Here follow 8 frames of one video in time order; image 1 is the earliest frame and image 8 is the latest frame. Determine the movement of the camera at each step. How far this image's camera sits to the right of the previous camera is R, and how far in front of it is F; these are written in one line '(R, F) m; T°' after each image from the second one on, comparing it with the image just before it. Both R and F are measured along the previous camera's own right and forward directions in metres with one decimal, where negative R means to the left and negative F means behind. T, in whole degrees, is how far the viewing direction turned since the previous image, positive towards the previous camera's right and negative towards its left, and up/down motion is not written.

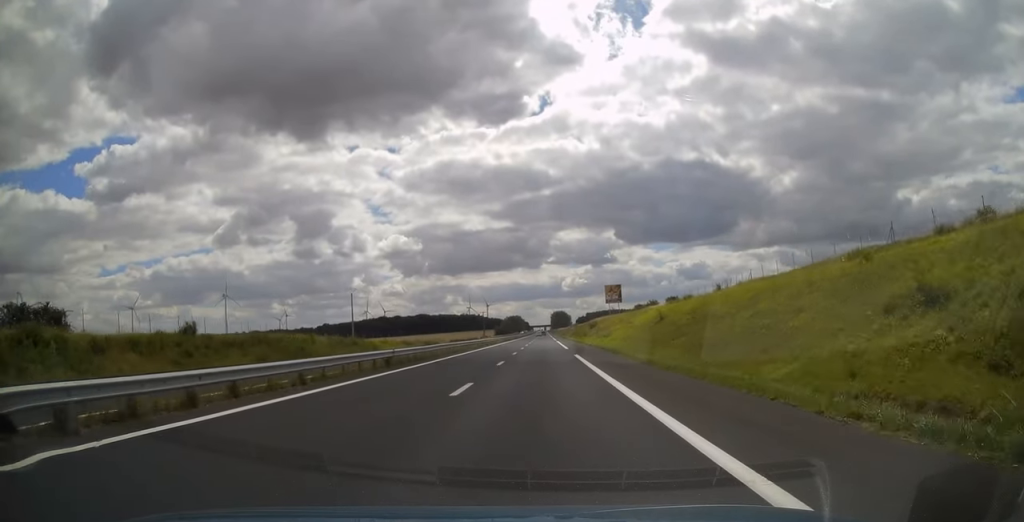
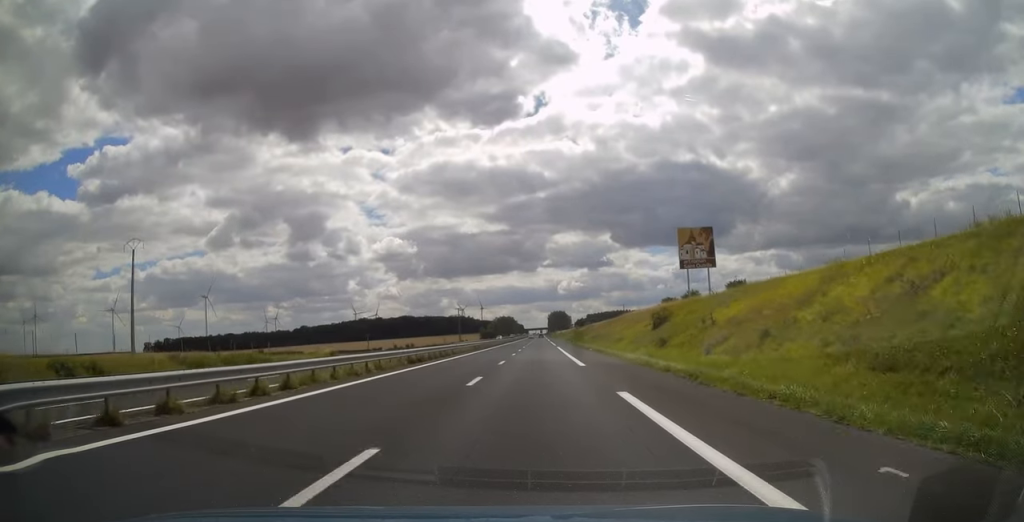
(+0.1, +72.2) m; 0°
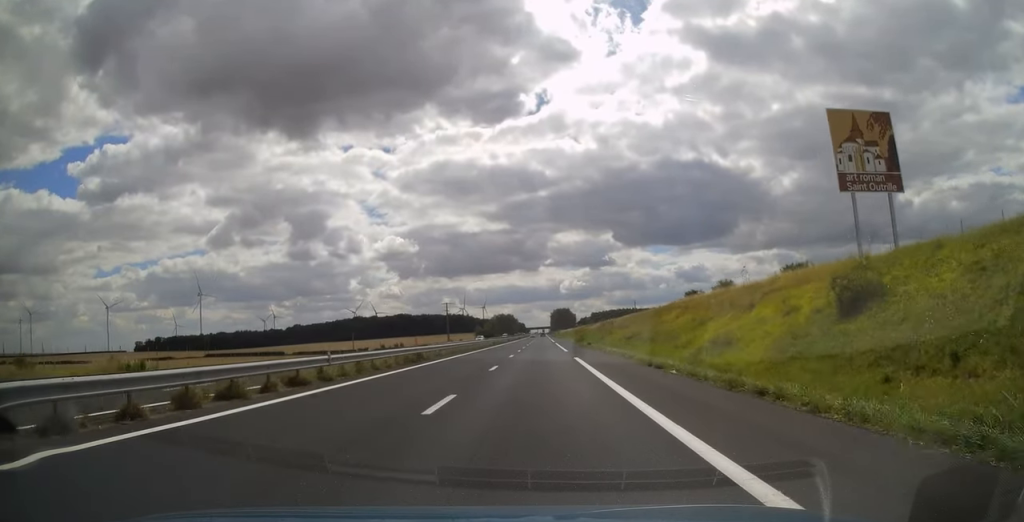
(0.0, +31.3) m; 0°
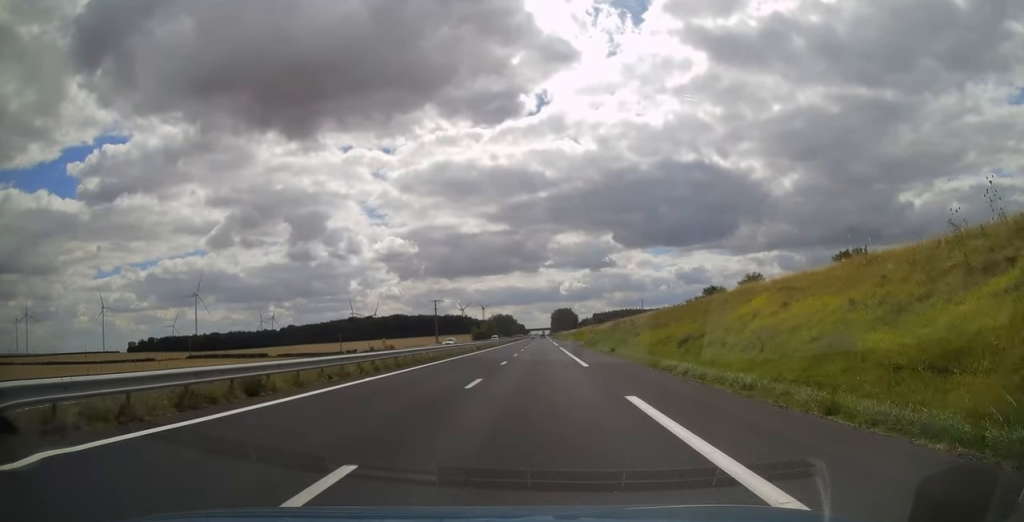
(0.0, +20.0) m; 0°
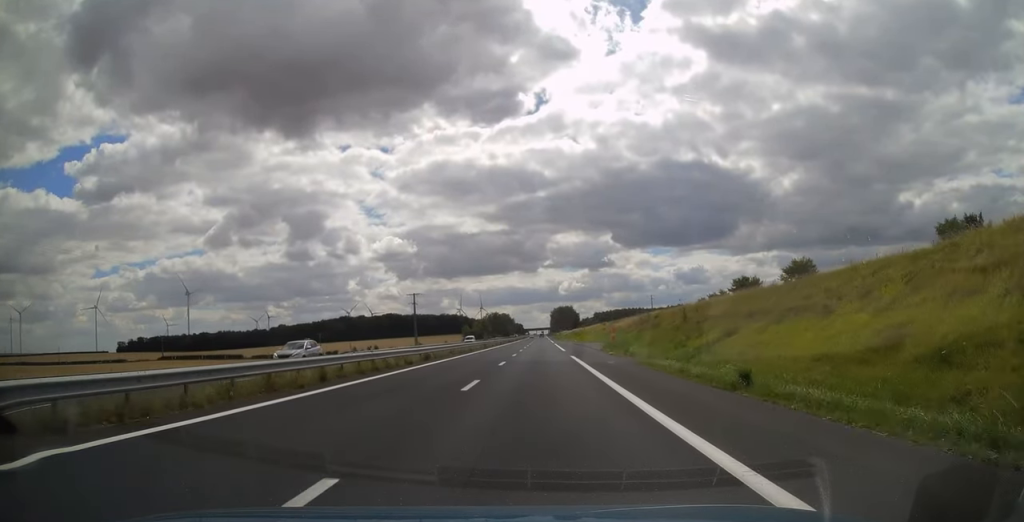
(-0.1, +25.9) m; 0°
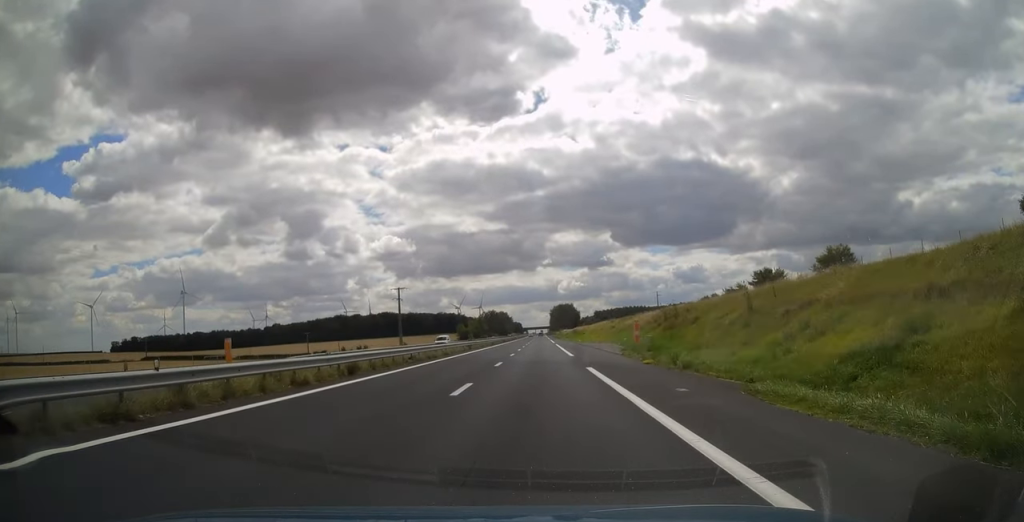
(0.0, +14.2) m; 0°
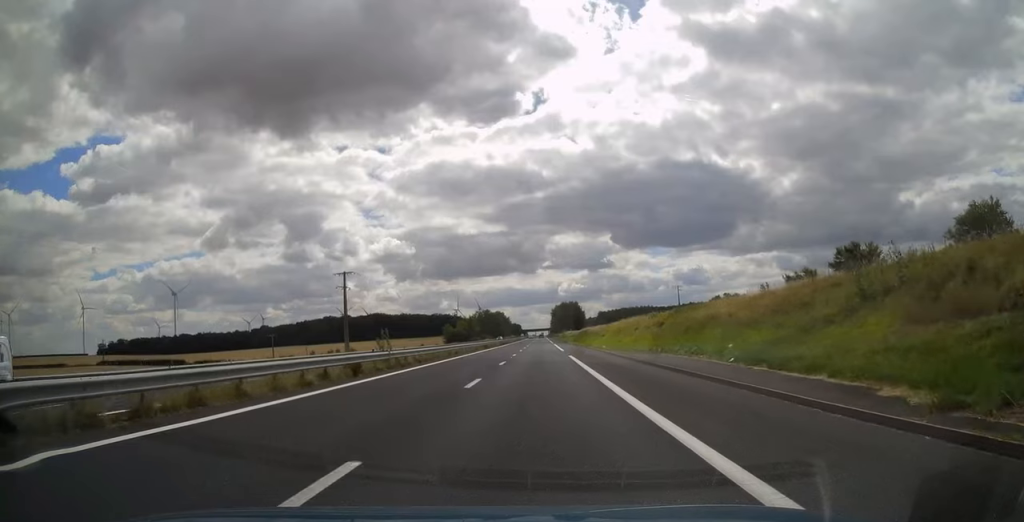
(0.0, +35.1) m; 0°
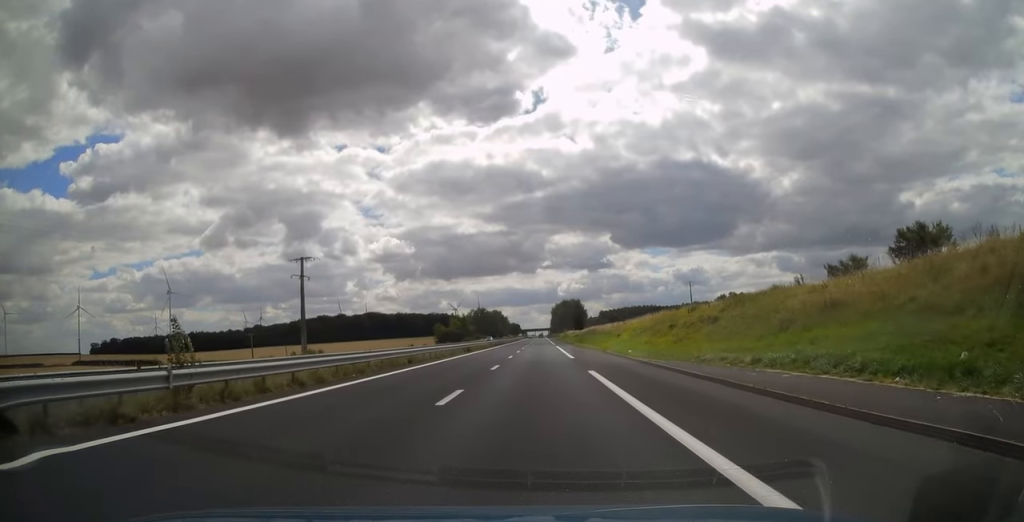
(0.0, +16.6) m; 0°
